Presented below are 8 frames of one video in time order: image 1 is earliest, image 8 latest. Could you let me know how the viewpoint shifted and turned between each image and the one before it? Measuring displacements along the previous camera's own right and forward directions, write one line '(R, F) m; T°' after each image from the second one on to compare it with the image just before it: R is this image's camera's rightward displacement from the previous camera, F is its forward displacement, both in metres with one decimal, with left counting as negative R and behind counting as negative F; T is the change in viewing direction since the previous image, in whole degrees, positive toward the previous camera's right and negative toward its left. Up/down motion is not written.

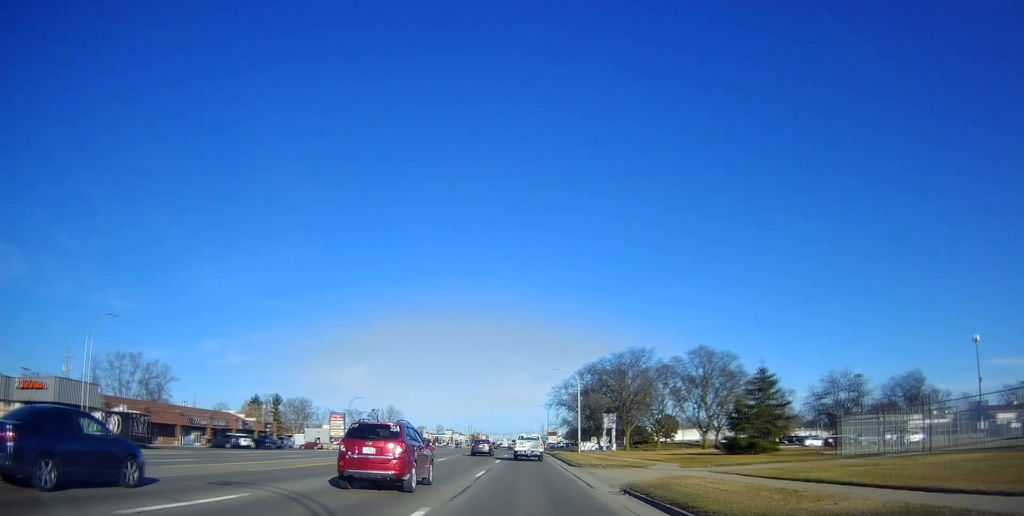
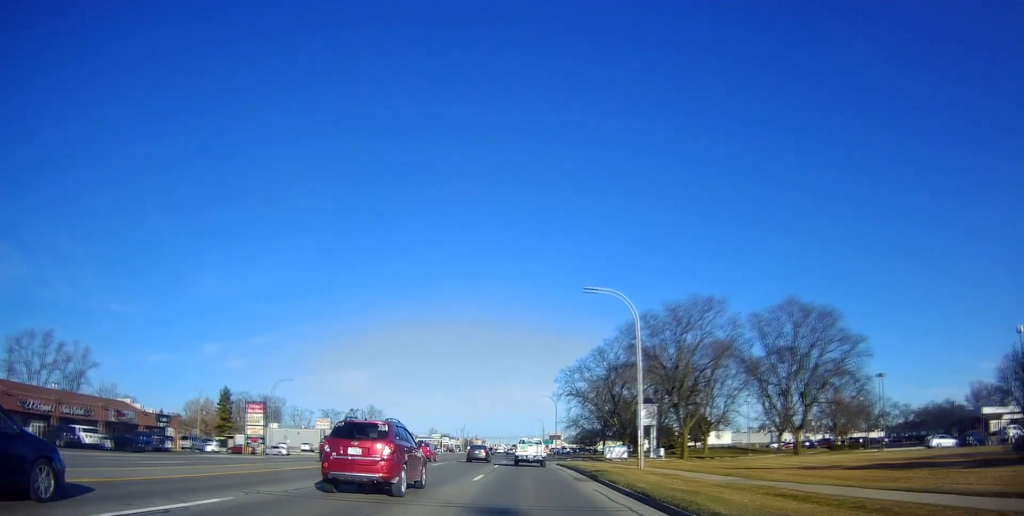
(+0.1, +32.7) m; 0°
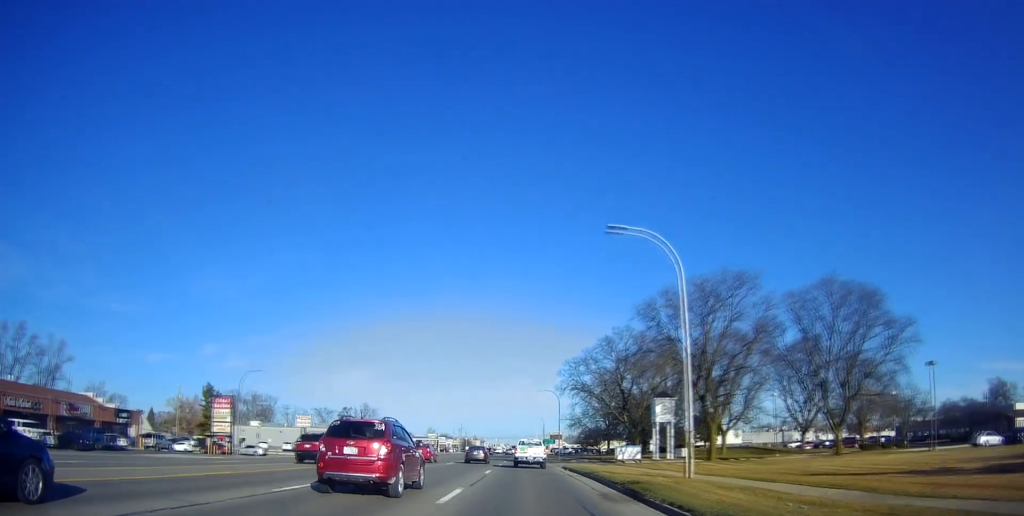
(-0.3, +8.5) m; 0°
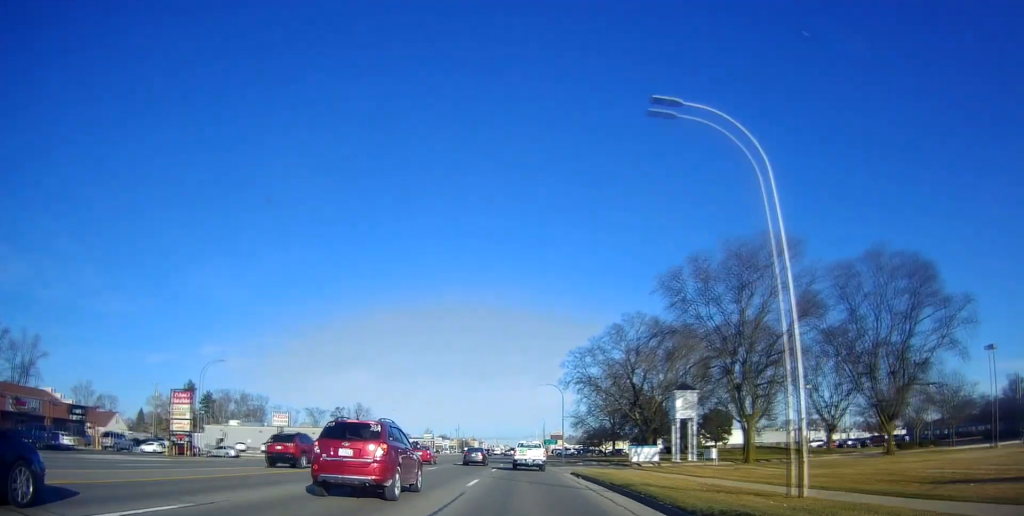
(-0.3, +8.5) m; 0°
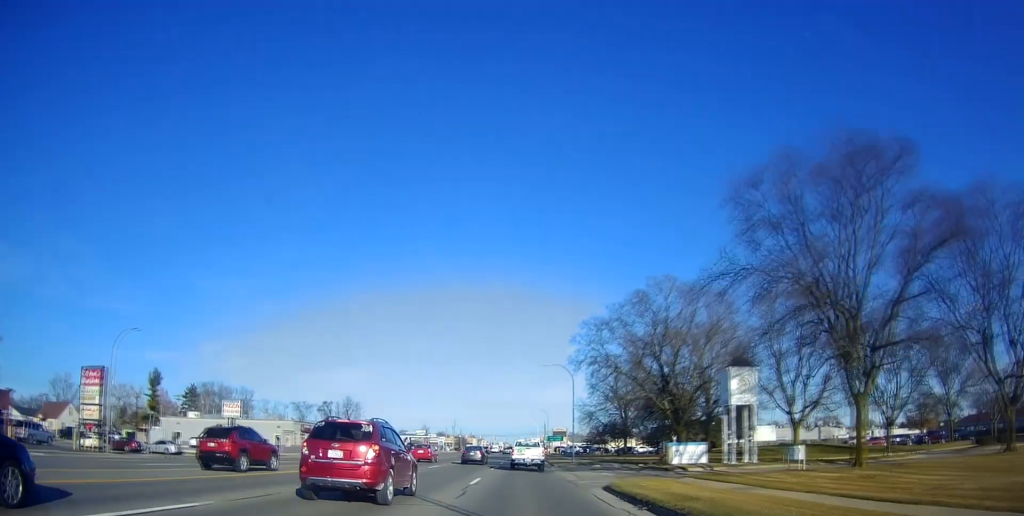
(+0.4, +14.3) m; +1°
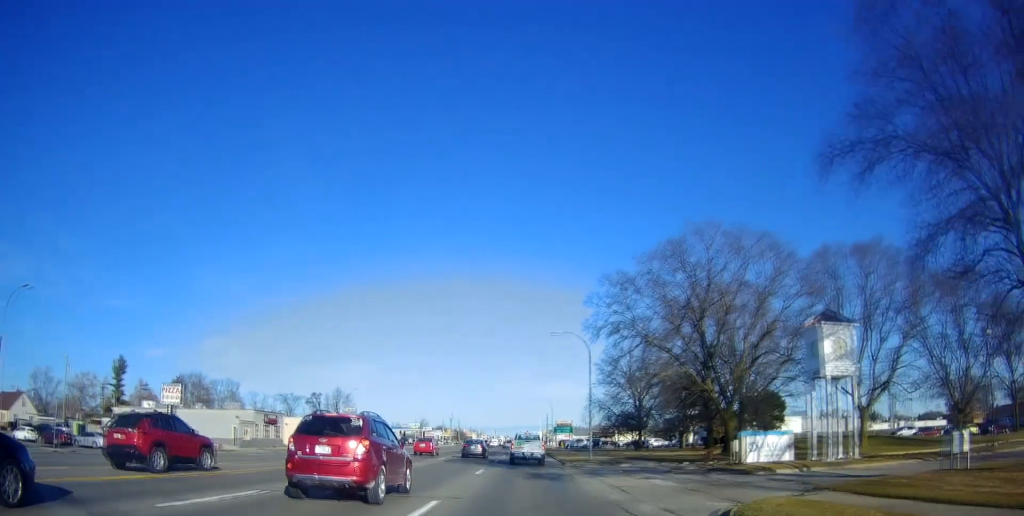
(+0.1, +12.3) m; 0°
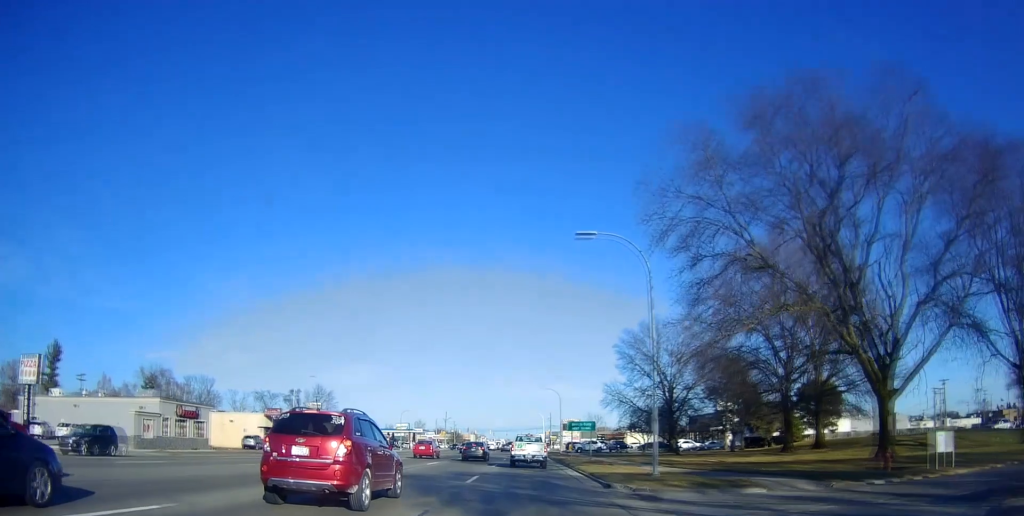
(0.0, +20.4) m; -1°
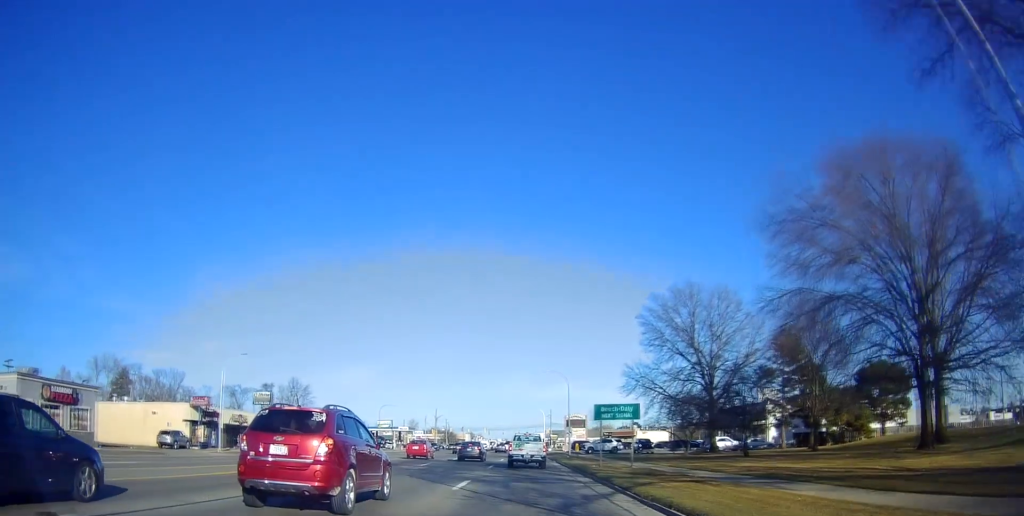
(-0.5, +19.6) m; -1°
